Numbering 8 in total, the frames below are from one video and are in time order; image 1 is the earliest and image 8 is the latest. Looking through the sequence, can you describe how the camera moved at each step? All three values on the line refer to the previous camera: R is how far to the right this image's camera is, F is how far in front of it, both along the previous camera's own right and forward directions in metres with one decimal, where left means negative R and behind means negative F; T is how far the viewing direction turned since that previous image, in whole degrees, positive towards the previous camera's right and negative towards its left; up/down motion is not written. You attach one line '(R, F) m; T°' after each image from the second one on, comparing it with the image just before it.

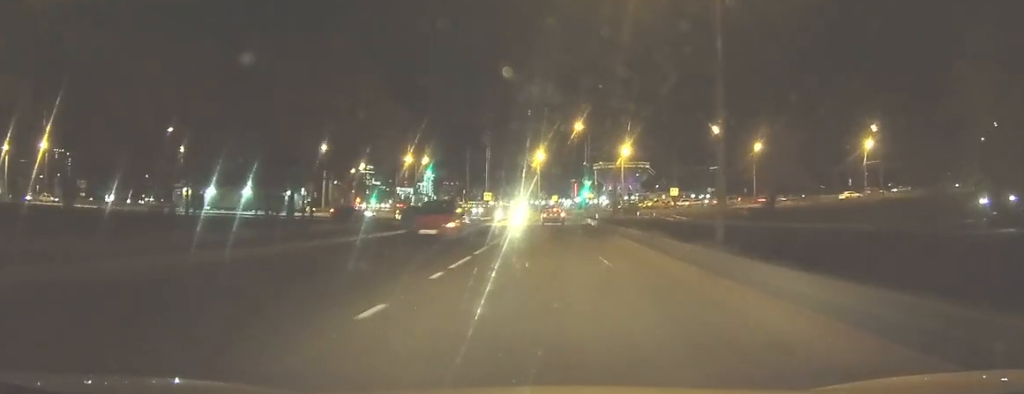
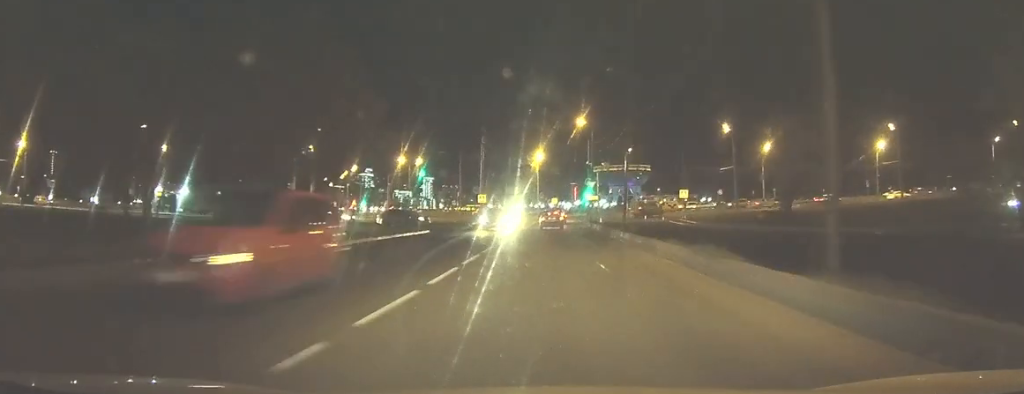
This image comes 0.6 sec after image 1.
(0.0, +6.5) m; 0°
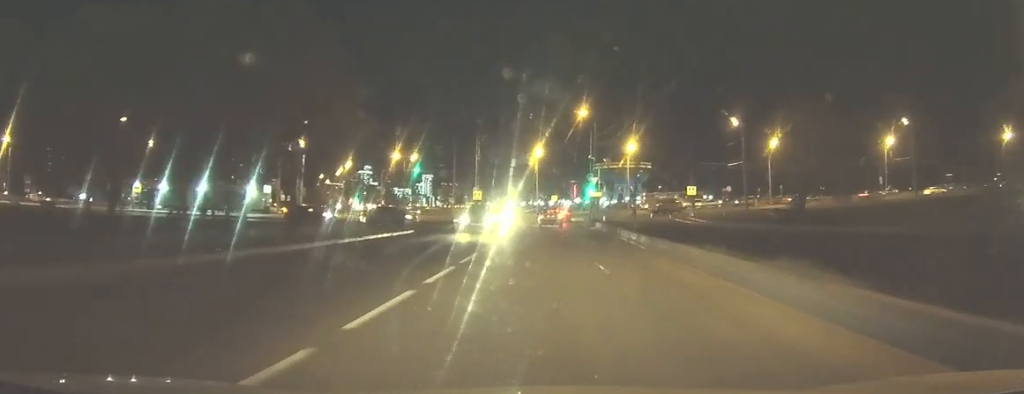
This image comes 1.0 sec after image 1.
(0.0, +4.6) m; 0°
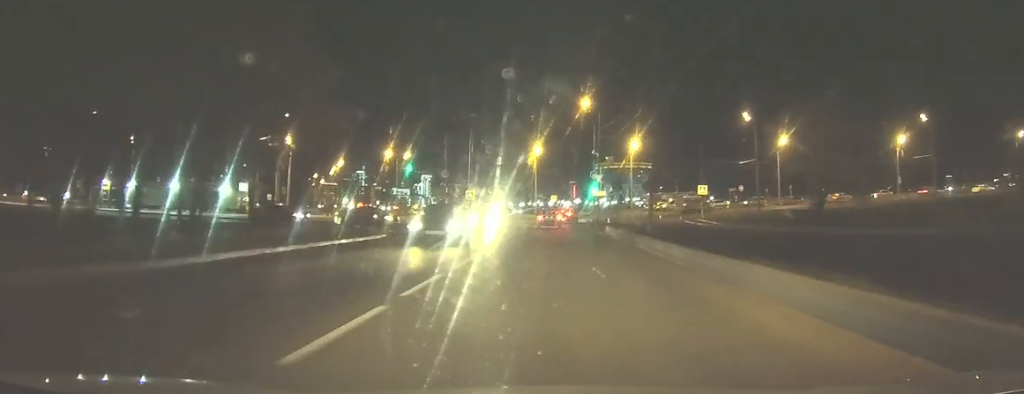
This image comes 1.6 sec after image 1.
(0.0, +5.9) m; 0°
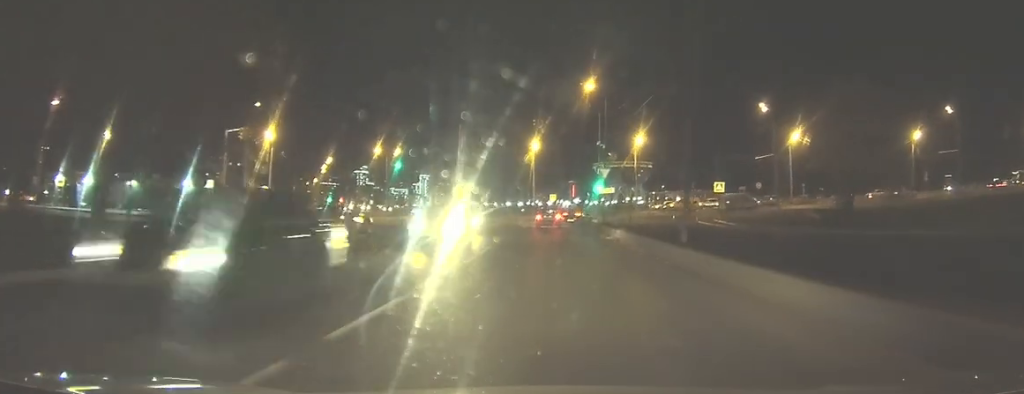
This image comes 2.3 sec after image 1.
(0.0, +7.5) m; 0°
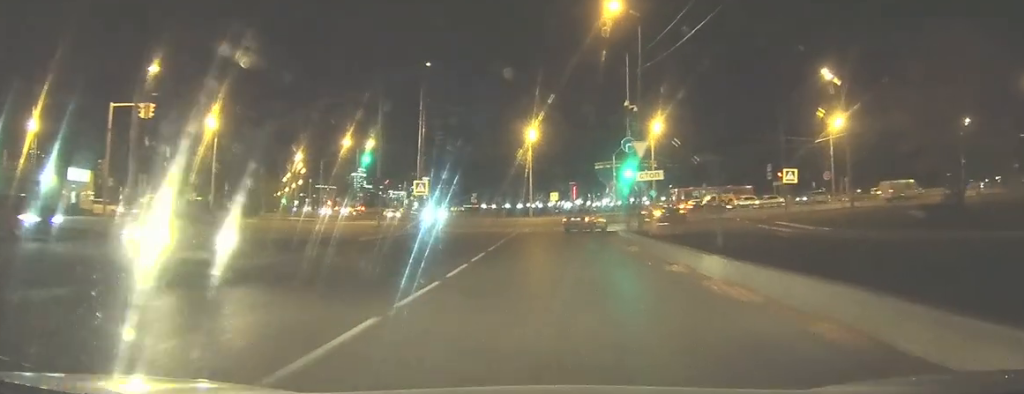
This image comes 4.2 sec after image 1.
(+0.1, +19.0) m; +1°
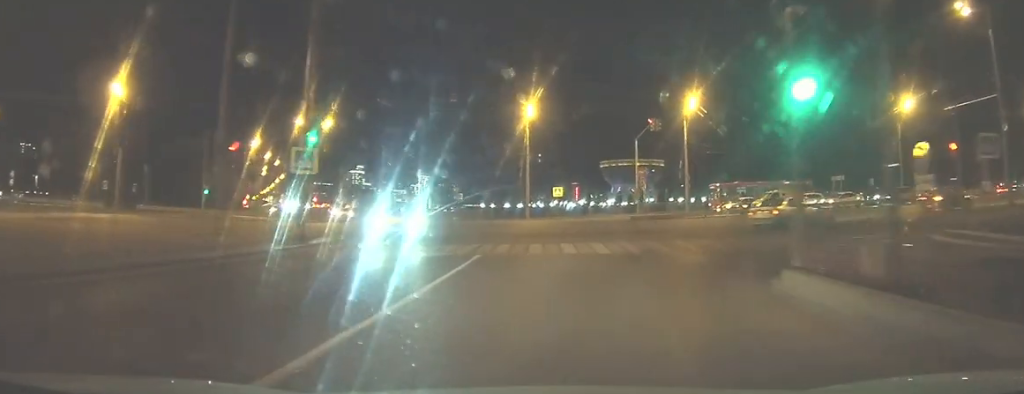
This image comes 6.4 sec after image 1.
(+0.3, +20.7) m; +2°
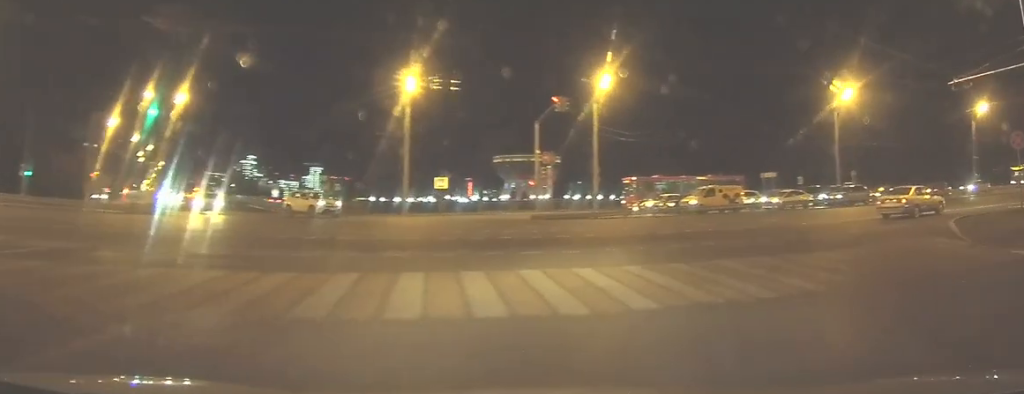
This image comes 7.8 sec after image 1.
(+0.3, +12.0) m; +6°
